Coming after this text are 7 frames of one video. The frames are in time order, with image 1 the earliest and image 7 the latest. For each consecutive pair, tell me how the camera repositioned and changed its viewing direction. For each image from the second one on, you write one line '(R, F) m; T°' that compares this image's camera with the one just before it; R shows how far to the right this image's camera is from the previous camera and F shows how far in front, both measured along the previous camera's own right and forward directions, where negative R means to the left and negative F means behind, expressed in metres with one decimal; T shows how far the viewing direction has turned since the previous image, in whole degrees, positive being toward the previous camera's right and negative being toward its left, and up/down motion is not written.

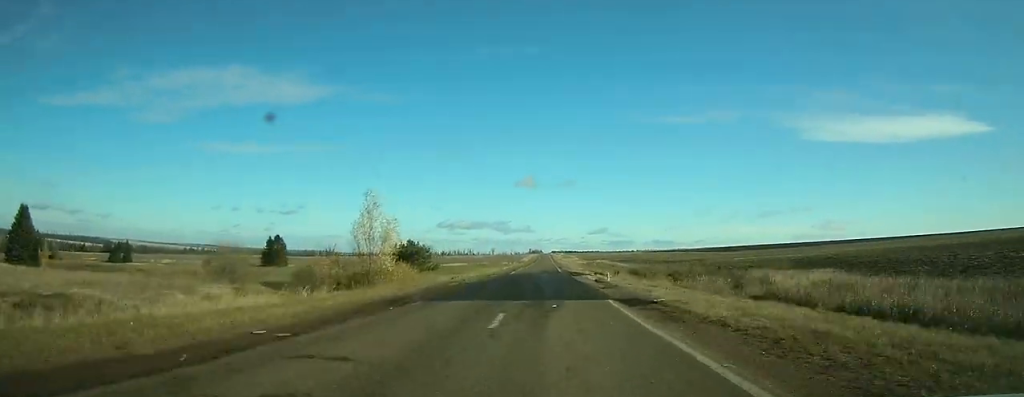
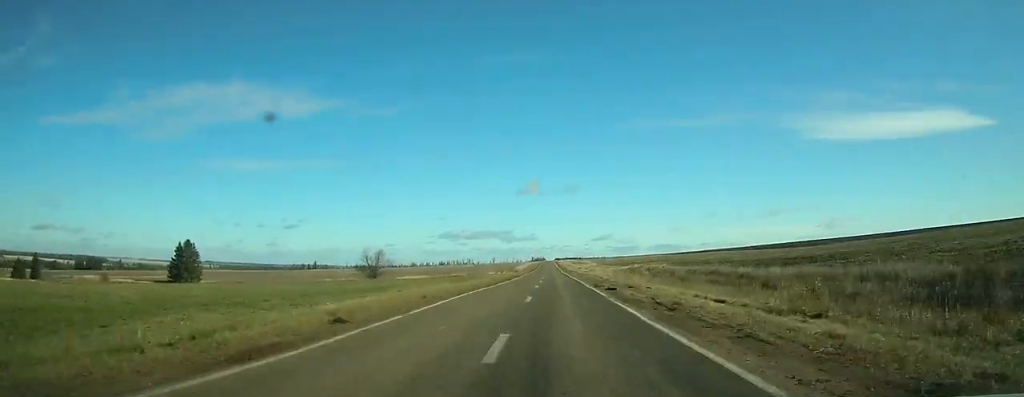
(-0.9, +76.4) m; -1°
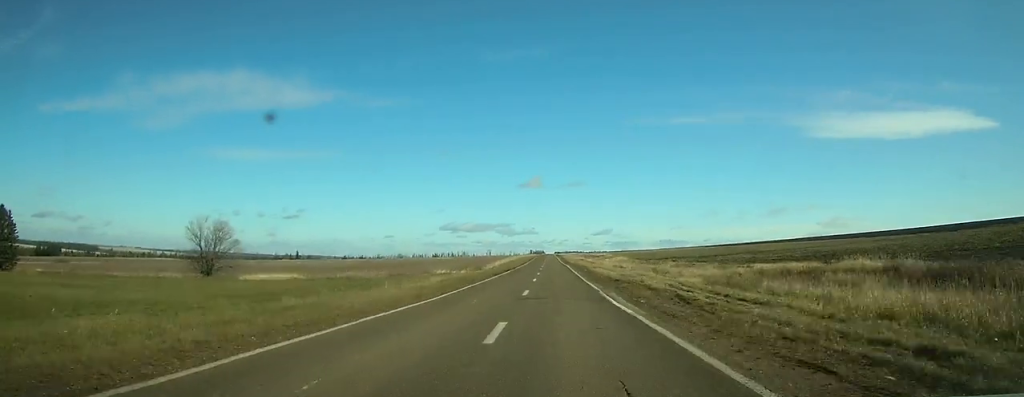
(+0.2, +77.6) m; 0°
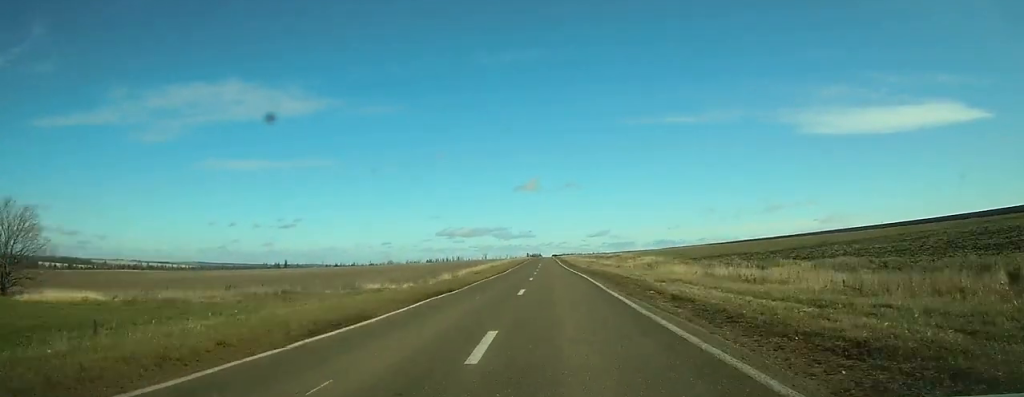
(-0.1, +32.4) m; 0°
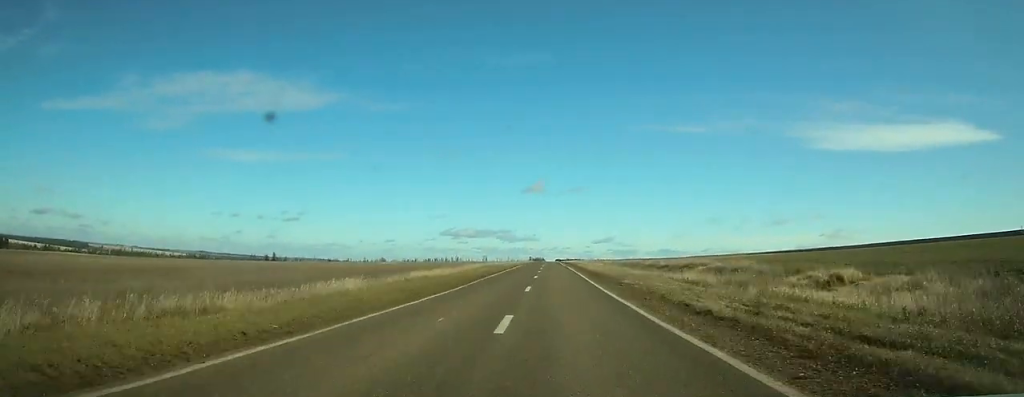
(0.0, +47.3) m; 0°
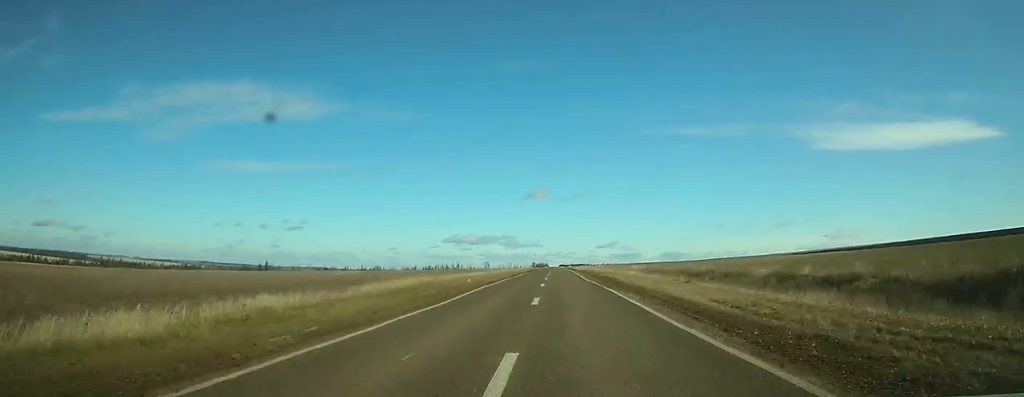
(-0.1, +34.1) m; 0°
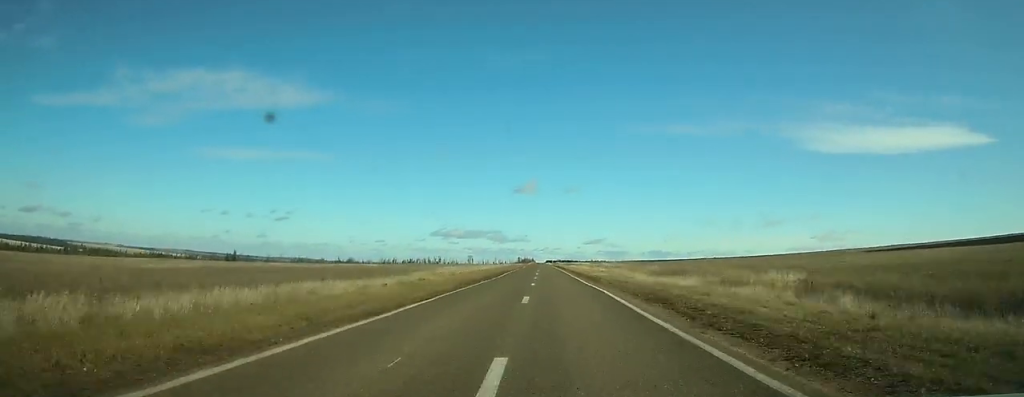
(0.0, +53.5) m; 0°
